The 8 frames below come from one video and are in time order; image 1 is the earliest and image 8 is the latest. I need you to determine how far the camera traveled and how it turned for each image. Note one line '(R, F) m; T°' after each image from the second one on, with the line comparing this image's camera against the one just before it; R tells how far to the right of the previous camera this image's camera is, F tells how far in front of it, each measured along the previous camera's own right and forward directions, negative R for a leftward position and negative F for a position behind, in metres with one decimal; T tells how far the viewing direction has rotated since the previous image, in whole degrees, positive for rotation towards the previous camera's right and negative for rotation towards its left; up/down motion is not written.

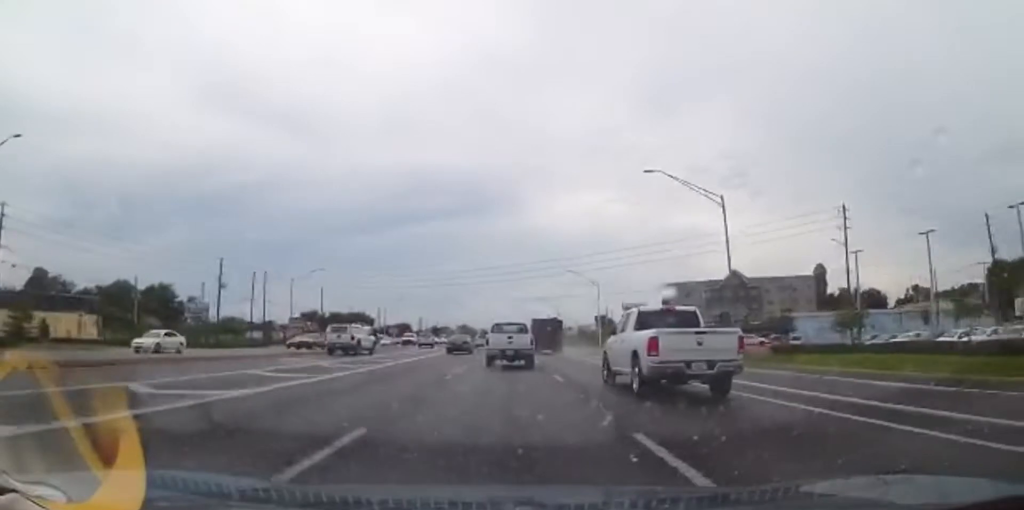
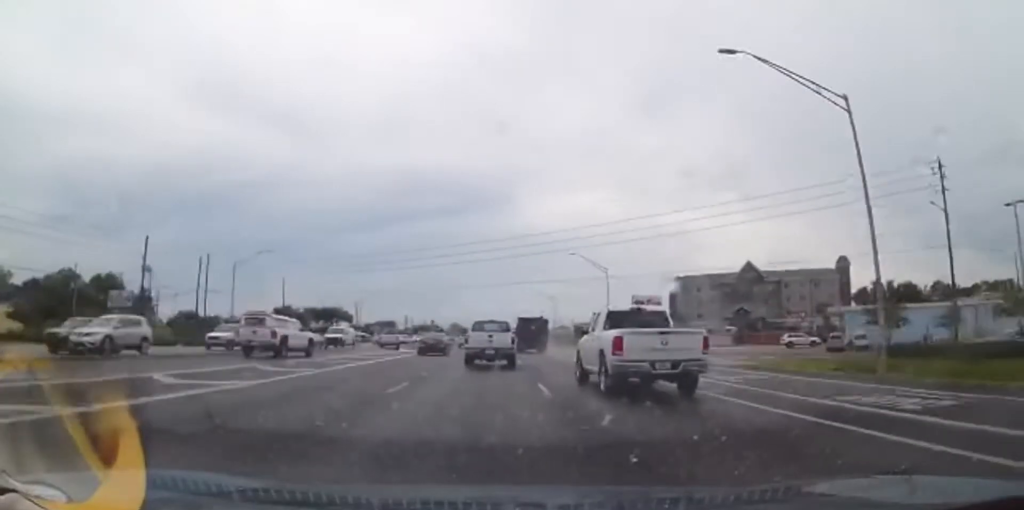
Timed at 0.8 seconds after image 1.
(-0.1, +16.4) m; 0°
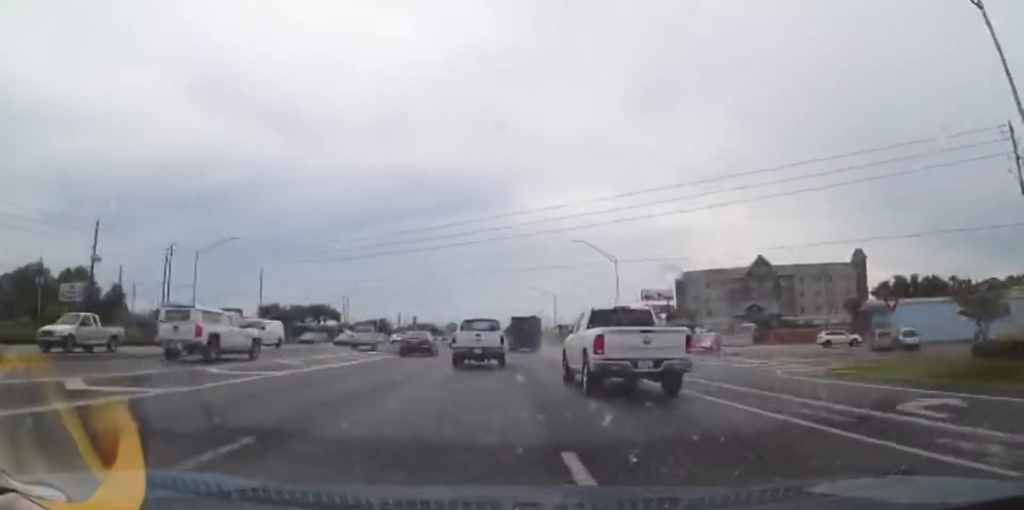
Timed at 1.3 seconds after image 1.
(-0.1, +8.7) m; 0°
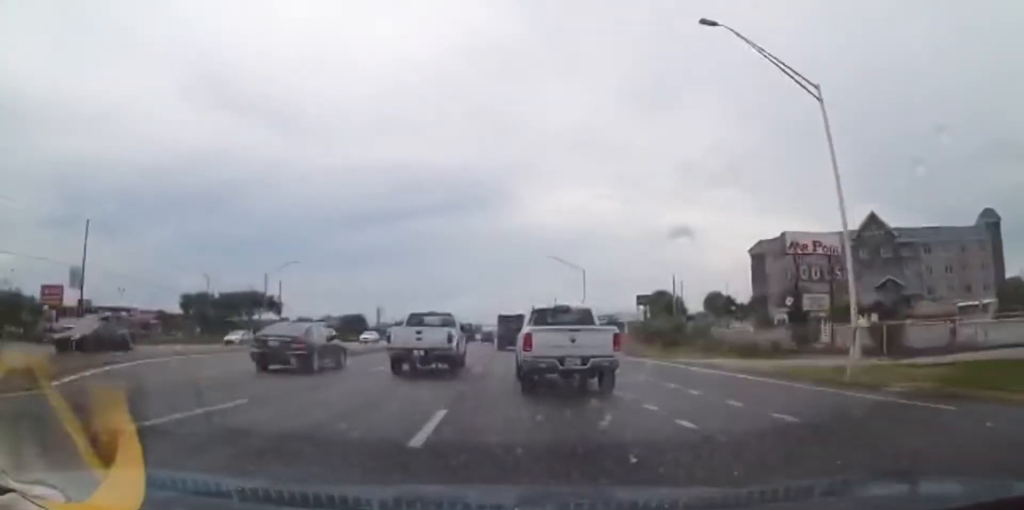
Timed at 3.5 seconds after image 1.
(+0.5, +46.0) m; 0°
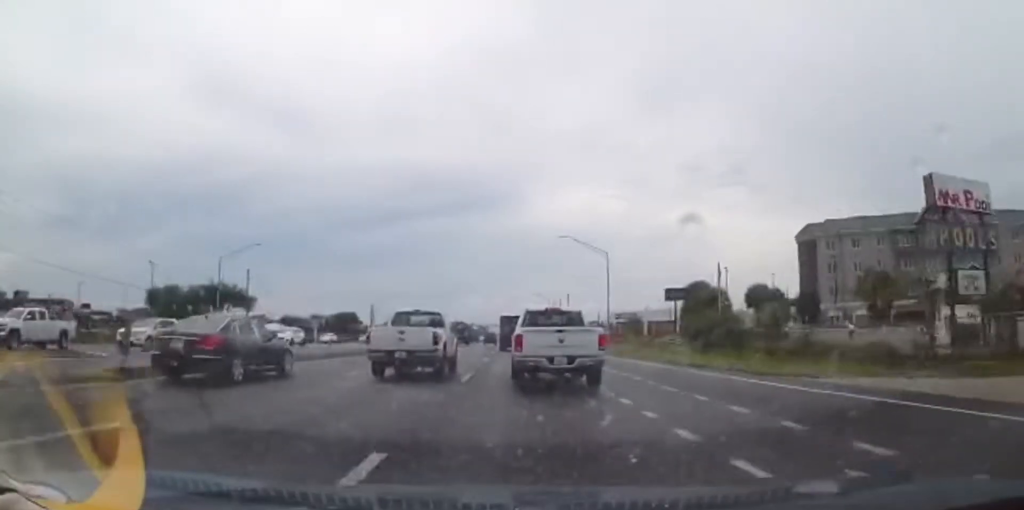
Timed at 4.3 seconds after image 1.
(-0.1, +16.3) m; 0°
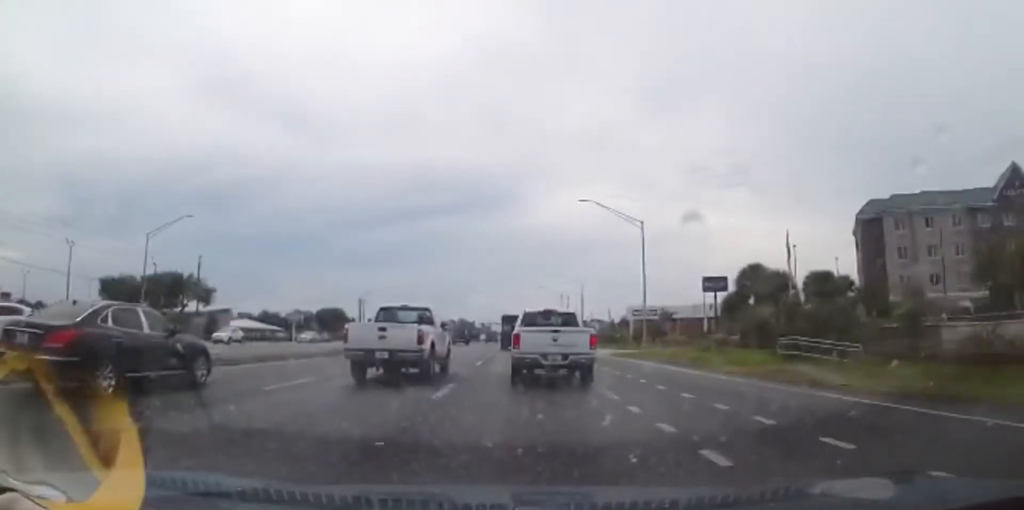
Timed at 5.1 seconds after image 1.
(0.0, +16.8) m; 0°
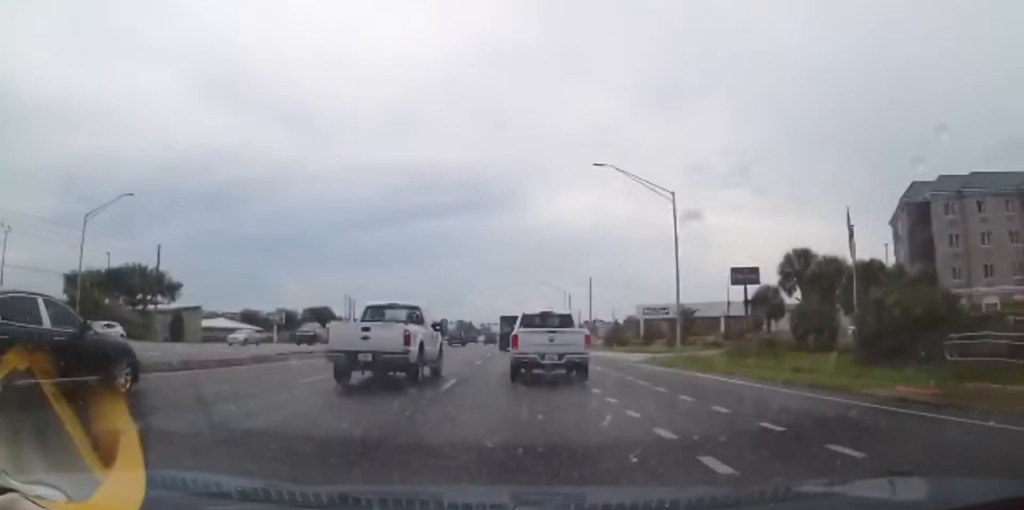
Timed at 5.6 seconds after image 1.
(0.0, +10.0) m; 0°
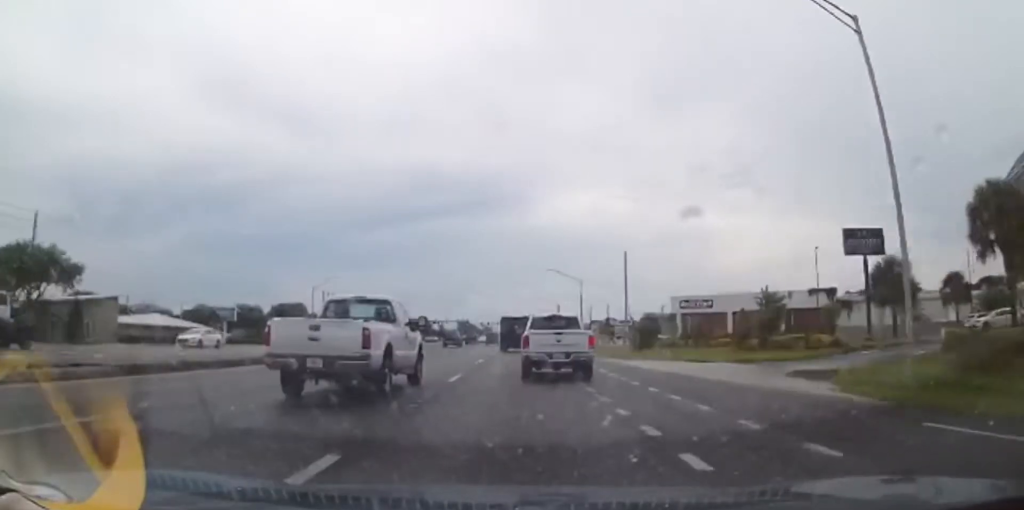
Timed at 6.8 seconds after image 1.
(0.0, +22.6) m; 0°
